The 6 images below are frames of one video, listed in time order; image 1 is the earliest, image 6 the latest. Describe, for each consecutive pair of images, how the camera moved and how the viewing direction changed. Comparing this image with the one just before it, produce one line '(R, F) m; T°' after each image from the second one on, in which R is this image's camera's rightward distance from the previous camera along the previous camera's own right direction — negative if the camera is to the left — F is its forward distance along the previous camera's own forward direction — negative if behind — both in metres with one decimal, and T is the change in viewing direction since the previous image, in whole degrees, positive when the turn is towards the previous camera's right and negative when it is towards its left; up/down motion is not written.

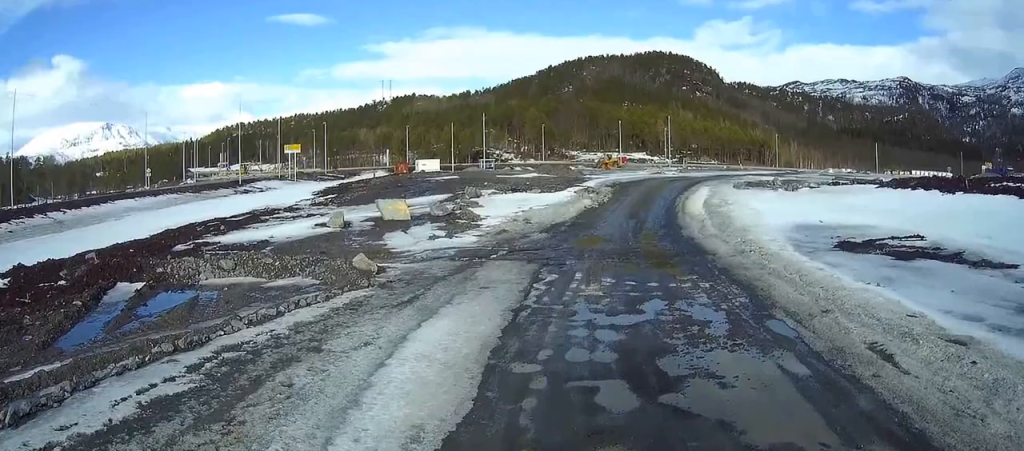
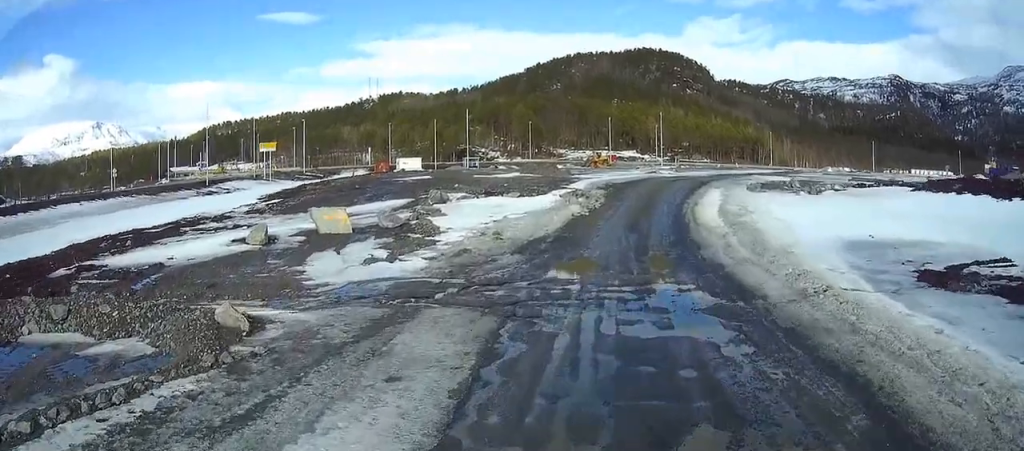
(+0.2, +4.6) m; +6°
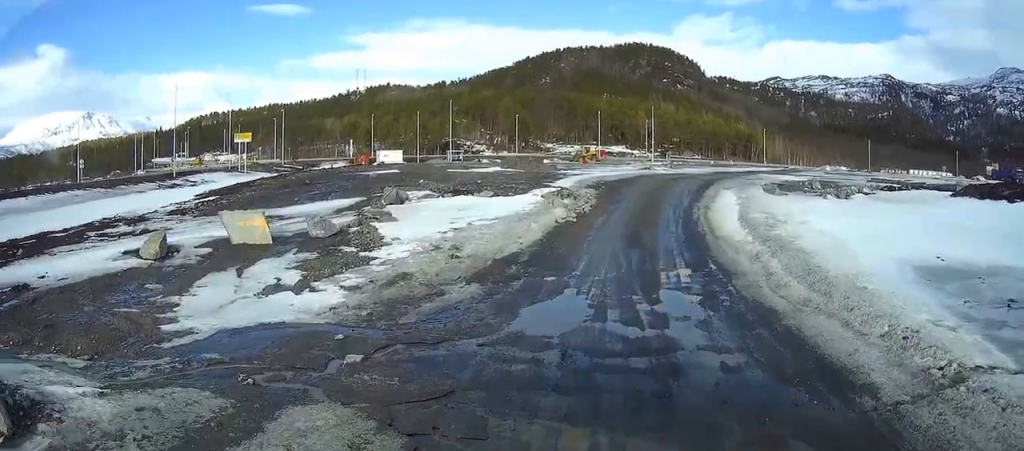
(+0.1, +4.1) m; +3°
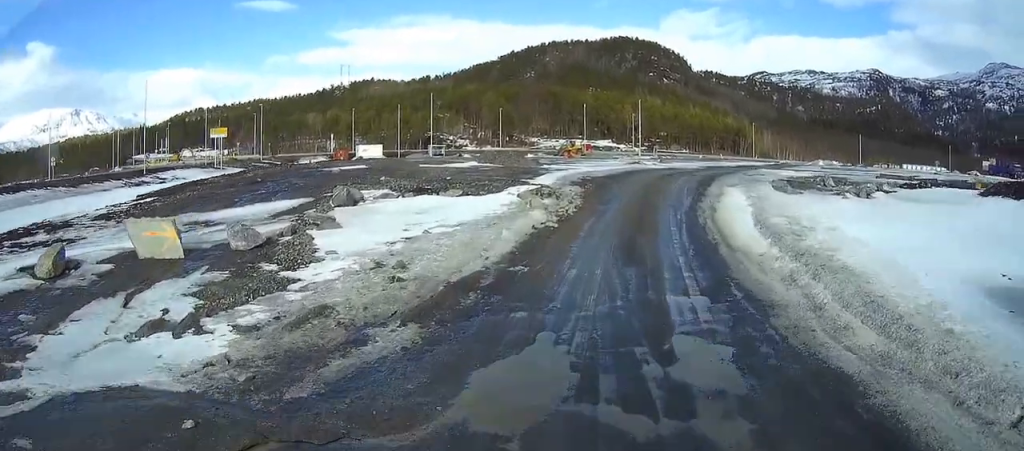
(0.0, +3.0) m; +4°
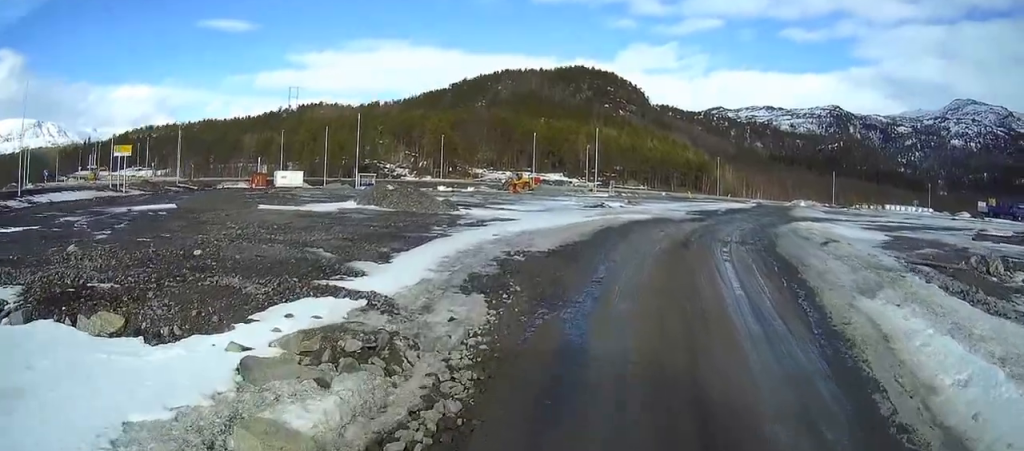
(+2.0, +13.5) m; +9°
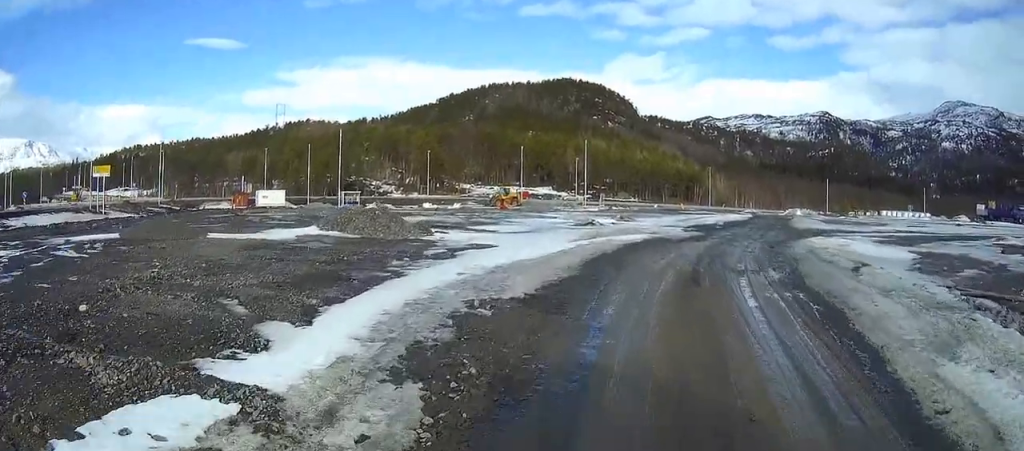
(-0.1, +2.6) m; +1°
